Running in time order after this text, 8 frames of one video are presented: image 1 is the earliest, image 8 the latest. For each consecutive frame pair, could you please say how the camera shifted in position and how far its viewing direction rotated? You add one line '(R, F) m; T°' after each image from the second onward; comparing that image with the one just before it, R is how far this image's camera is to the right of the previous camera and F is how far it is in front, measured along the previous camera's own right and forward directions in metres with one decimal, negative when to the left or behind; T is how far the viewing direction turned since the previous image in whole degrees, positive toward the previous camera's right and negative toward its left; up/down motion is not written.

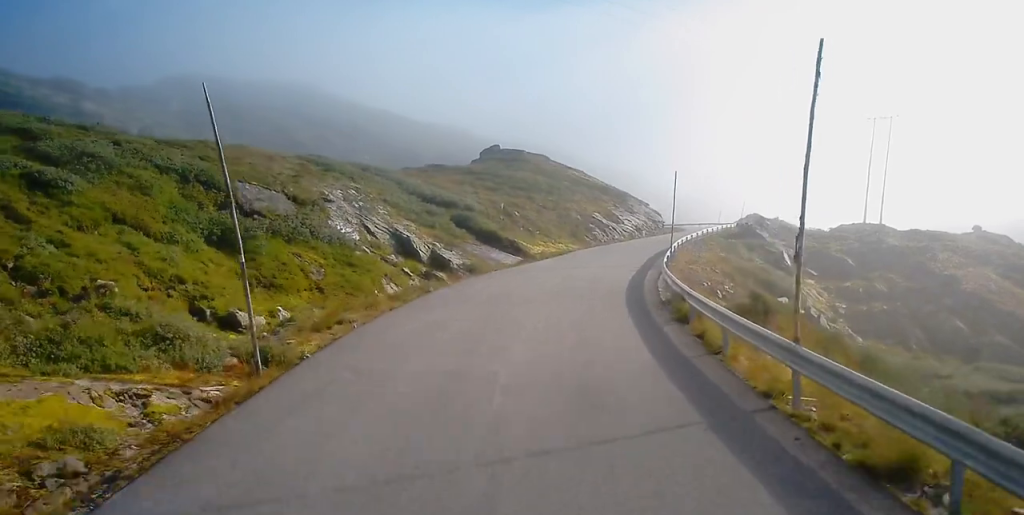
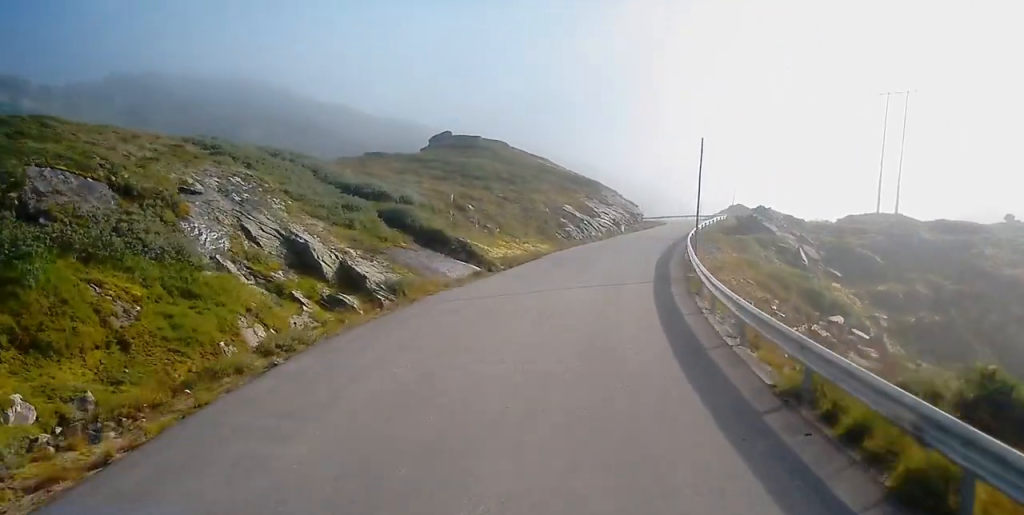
(+0.1, +12.5) m; +3°
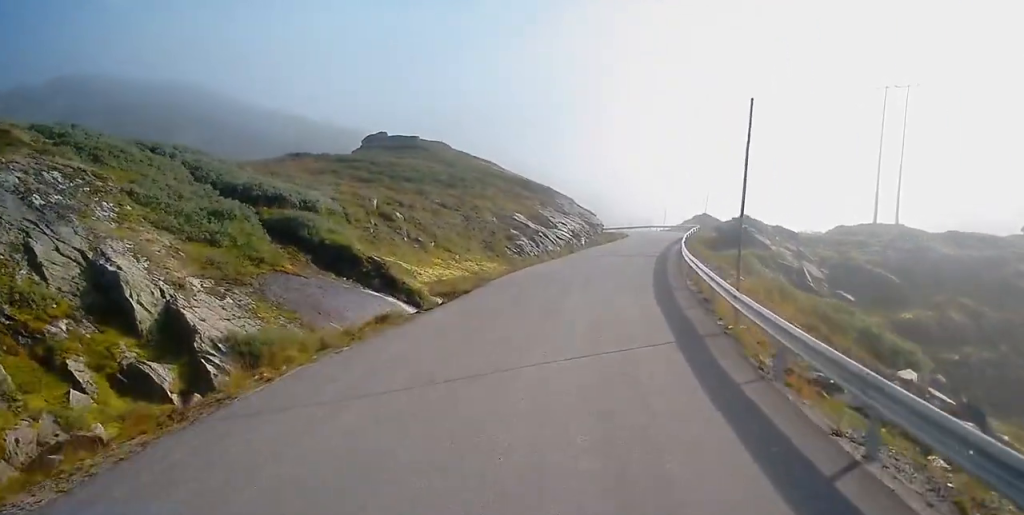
(+0.5, +10.1) m; +3°
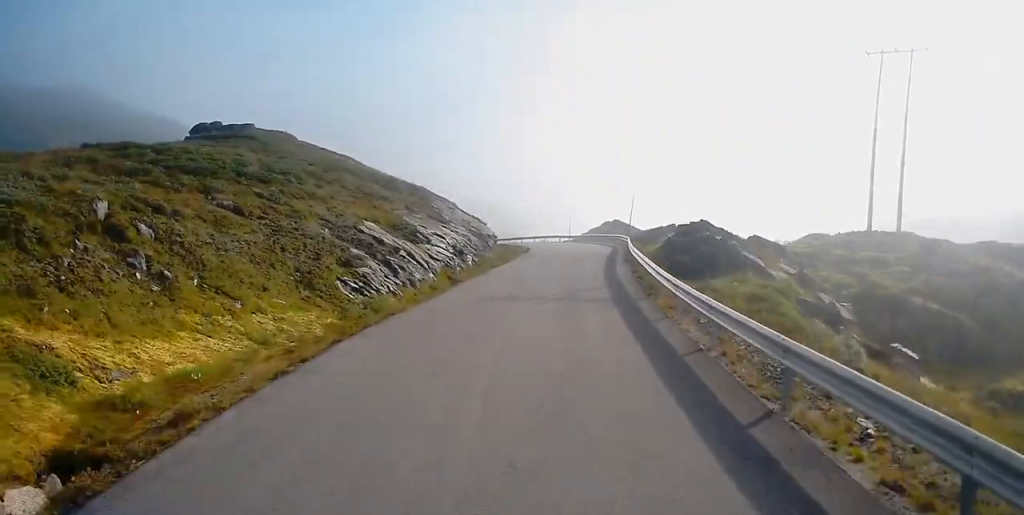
(+0.9, +18.0) m; +8°
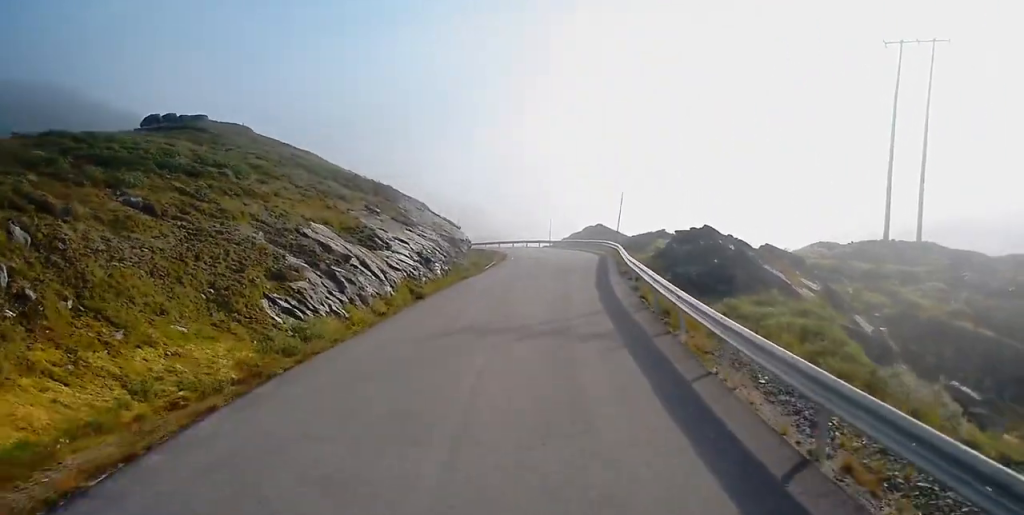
(+0.2, +5.4) m; +1°
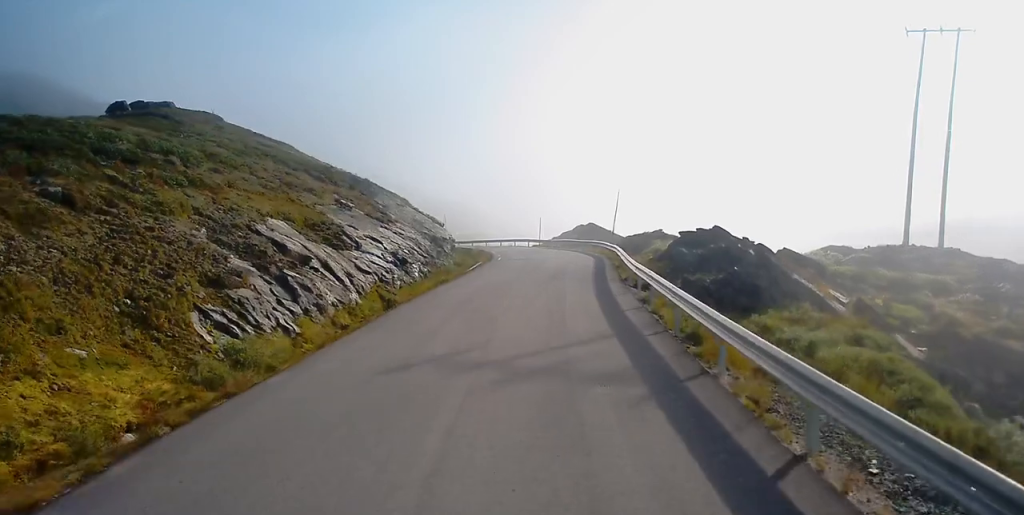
(+0.2, +3.8) m; 0°
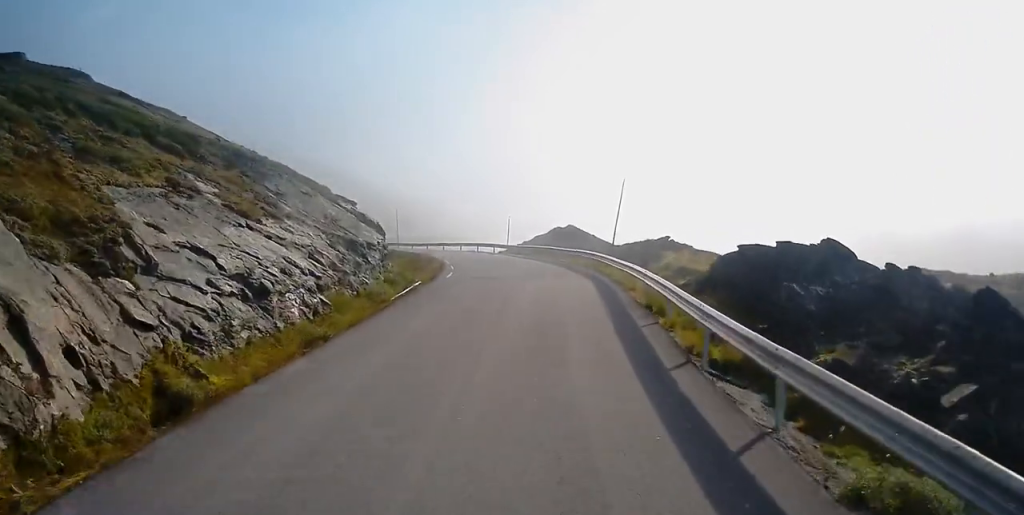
(-0.2, +14.7) m; +1°
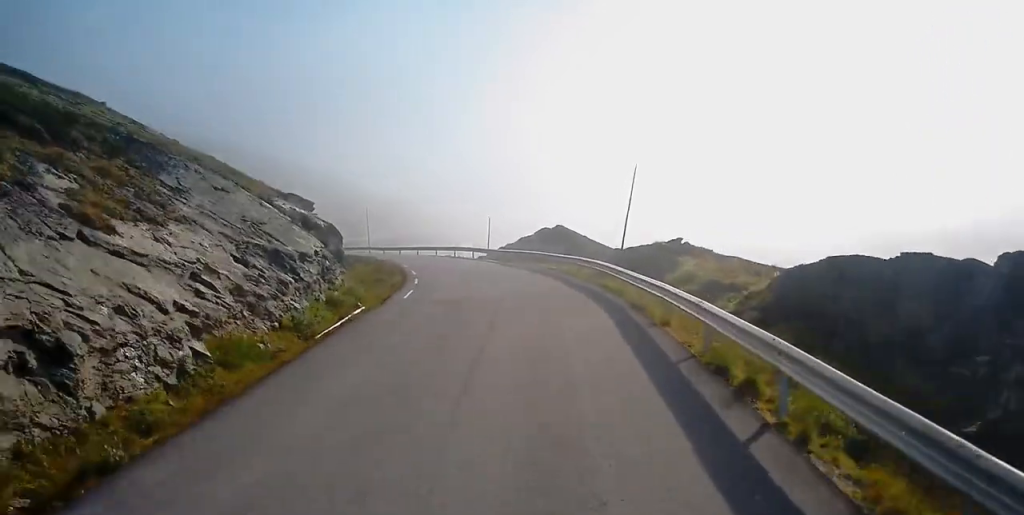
(+0.3, +8.0) m; +2°
